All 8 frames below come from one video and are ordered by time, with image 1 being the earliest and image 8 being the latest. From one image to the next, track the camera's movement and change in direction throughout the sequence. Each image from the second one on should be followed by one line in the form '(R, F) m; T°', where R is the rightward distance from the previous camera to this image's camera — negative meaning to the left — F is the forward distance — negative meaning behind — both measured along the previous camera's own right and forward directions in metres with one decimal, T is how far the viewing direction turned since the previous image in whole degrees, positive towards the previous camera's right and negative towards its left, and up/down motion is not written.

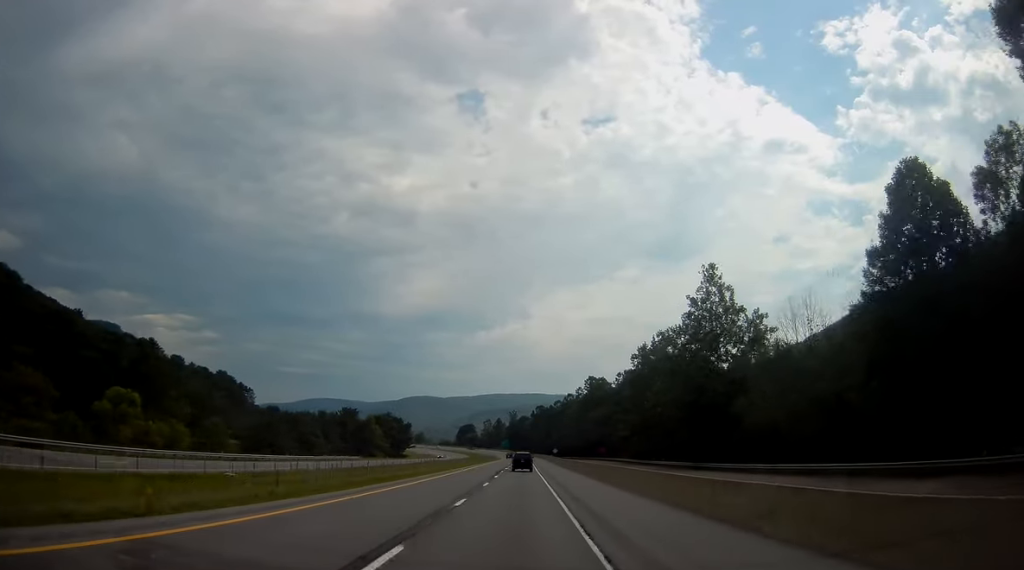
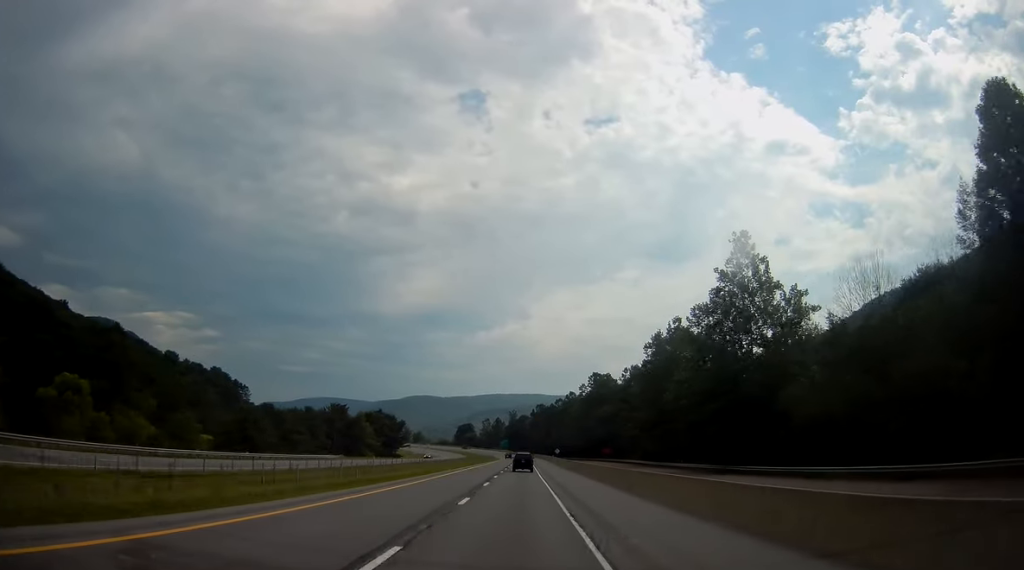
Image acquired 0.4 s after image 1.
(+0.1, +13.1) m; 0°
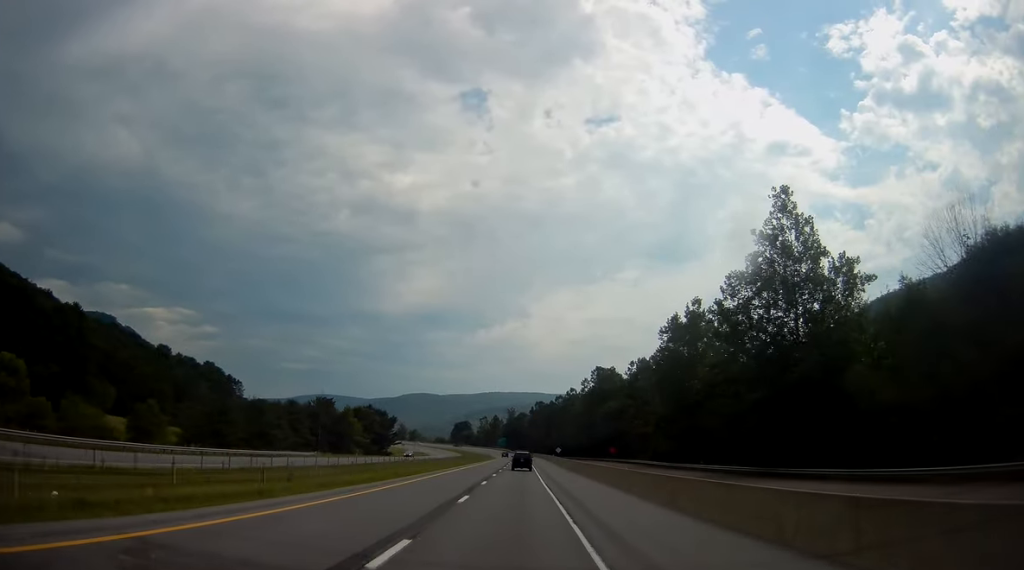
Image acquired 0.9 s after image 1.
(0.0, +12.9) m; 0°
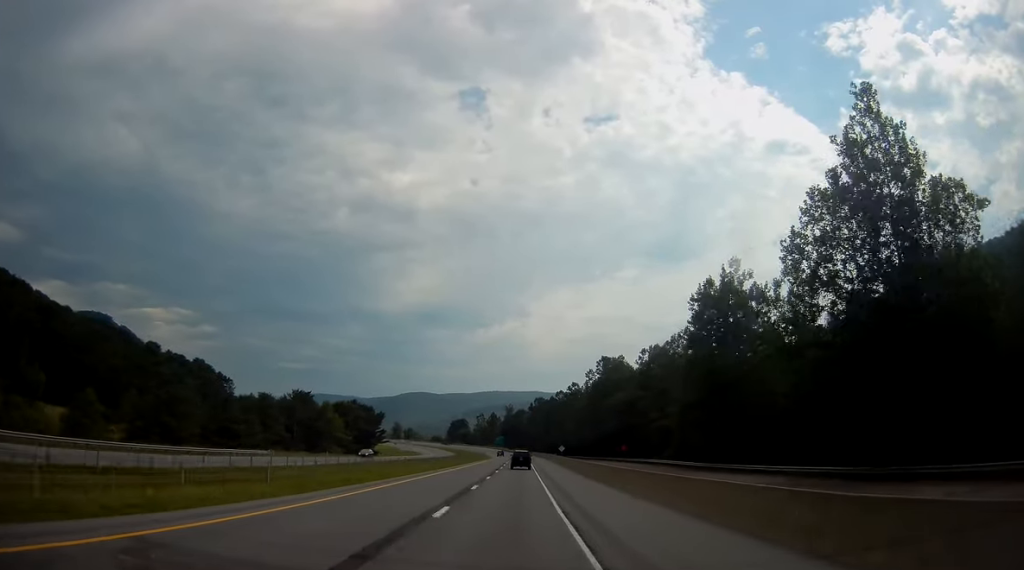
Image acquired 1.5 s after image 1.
(+0.1, +19.0) m; 0°
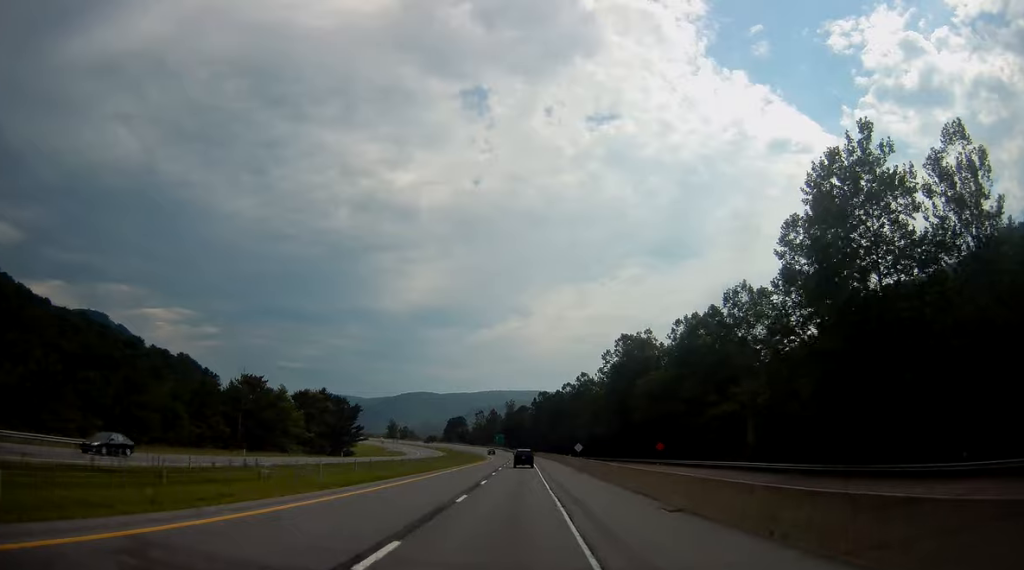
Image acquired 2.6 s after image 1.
(+0.1, +32.4) m; 0°
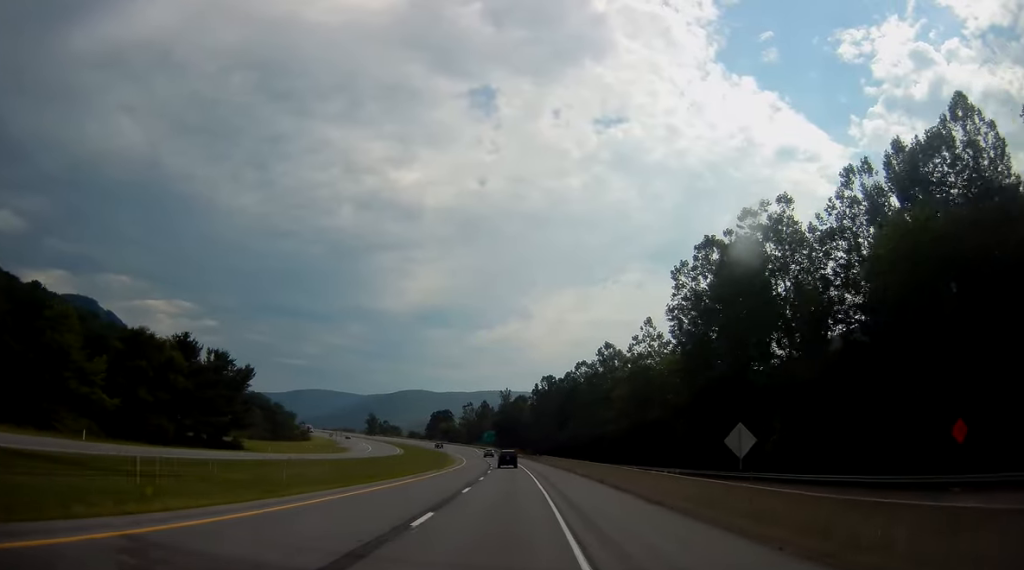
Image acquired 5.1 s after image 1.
(+0.2, +70.9) m; 0°
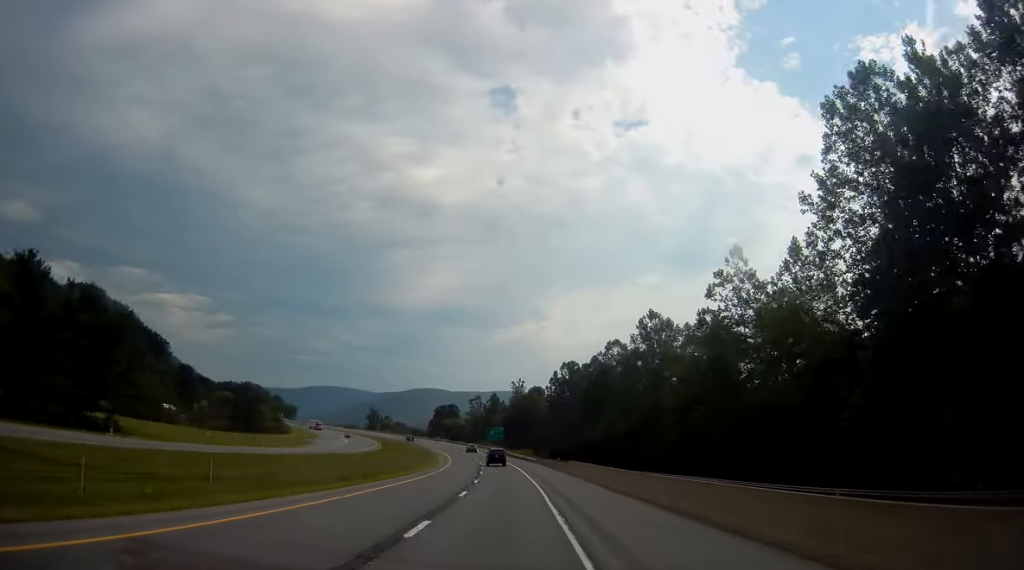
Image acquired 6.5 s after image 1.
(-0.4, +41.0) m; -1°
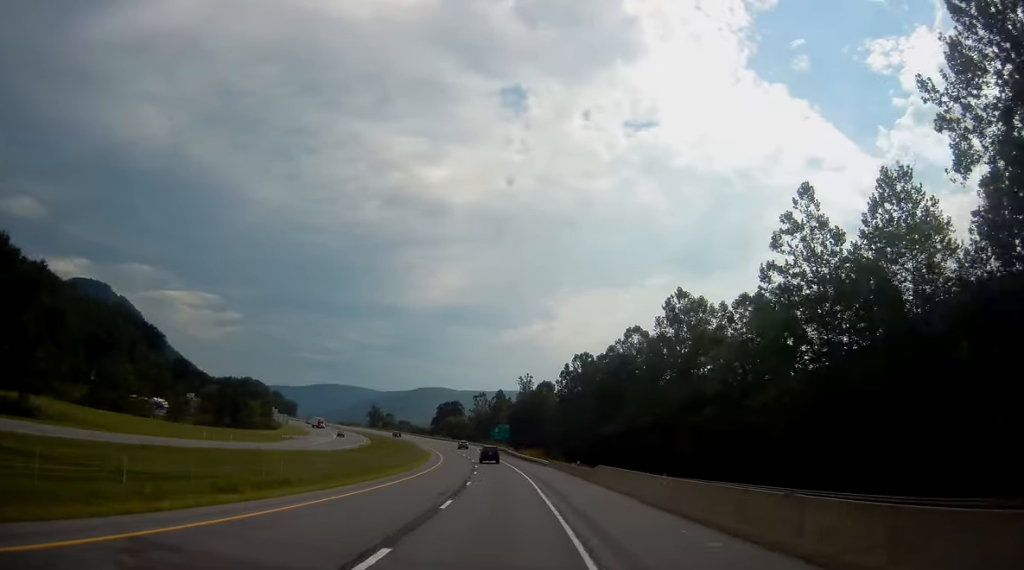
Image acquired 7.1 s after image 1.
(-0.1, +16.9) m; -1°
